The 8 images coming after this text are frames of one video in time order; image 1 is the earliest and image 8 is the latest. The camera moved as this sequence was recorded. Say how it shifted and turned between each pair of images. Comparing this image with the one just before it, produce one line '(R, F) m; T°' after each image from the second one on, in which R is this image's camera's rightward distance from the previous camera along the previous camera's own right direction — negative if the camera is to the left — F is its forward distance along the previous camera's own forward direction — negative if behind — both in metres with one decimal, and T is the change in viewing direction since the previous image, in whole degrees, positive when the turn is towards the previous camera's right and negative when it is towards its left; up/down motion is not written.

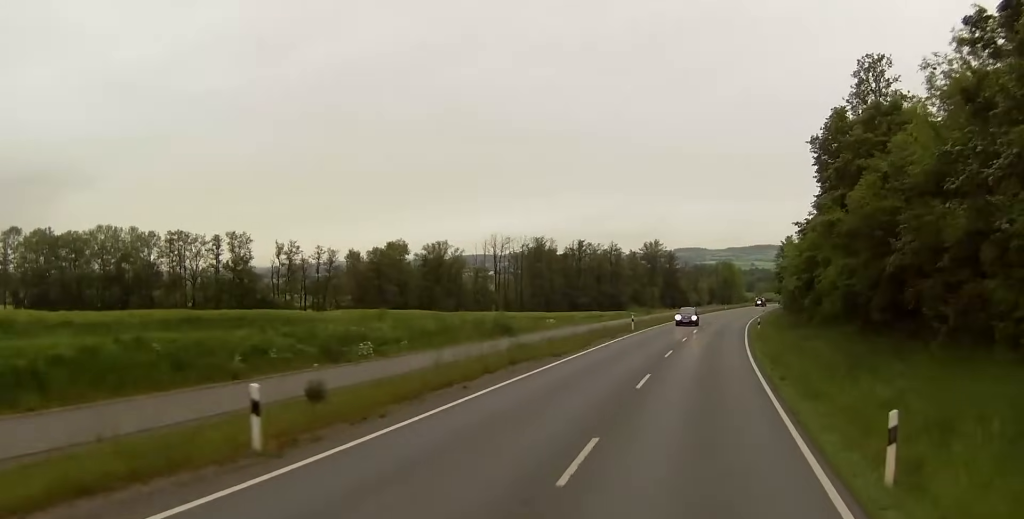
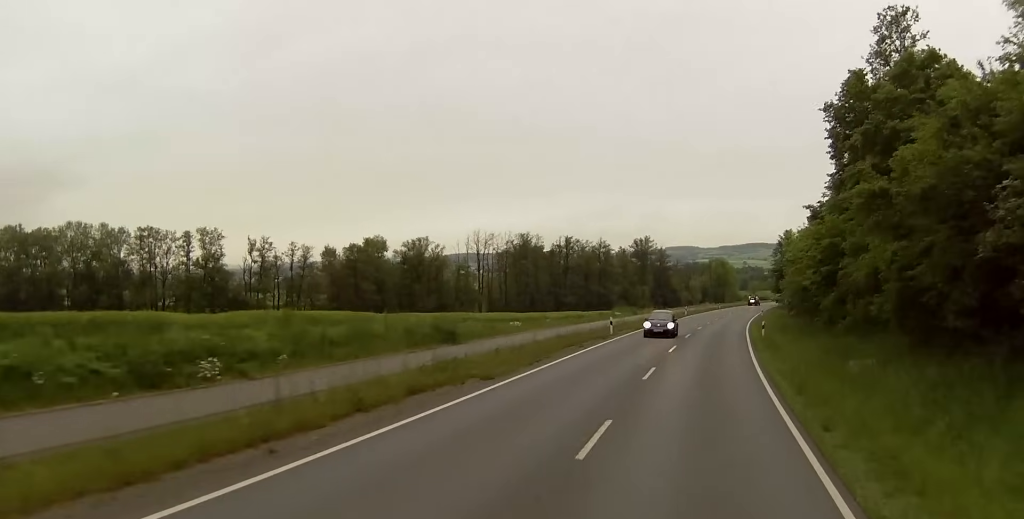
(+0.1, +9.4) m; +1°
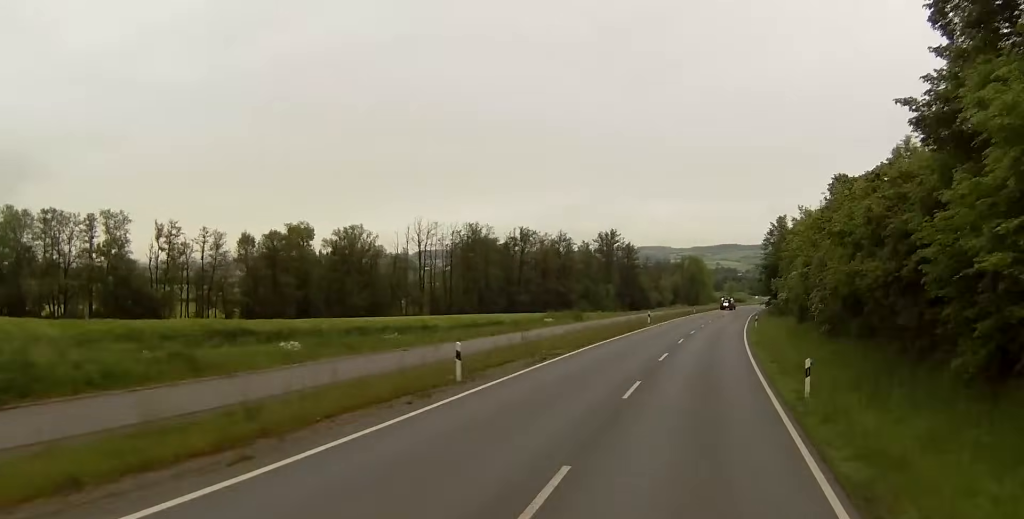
(+0.5, +27.6) m; +2°
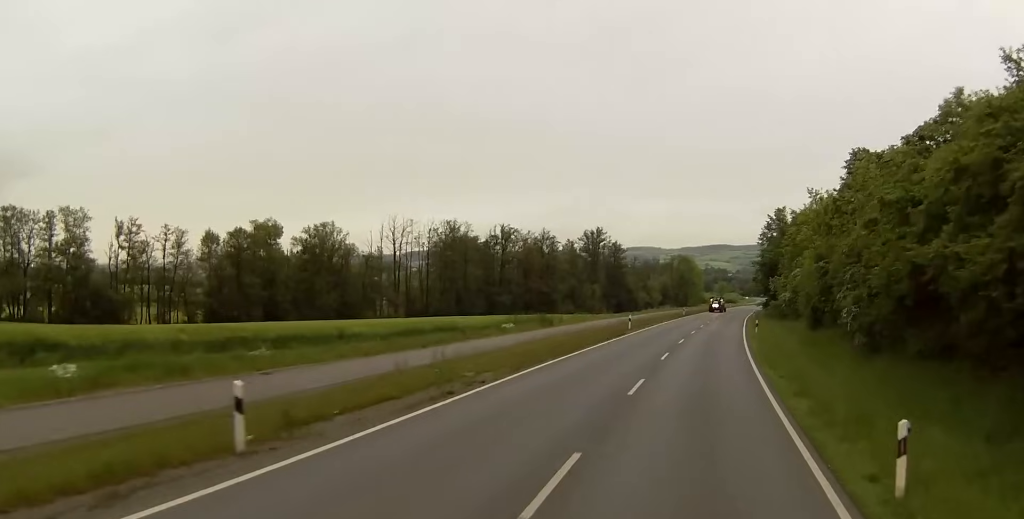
(0.0, +9.8) m; 0°
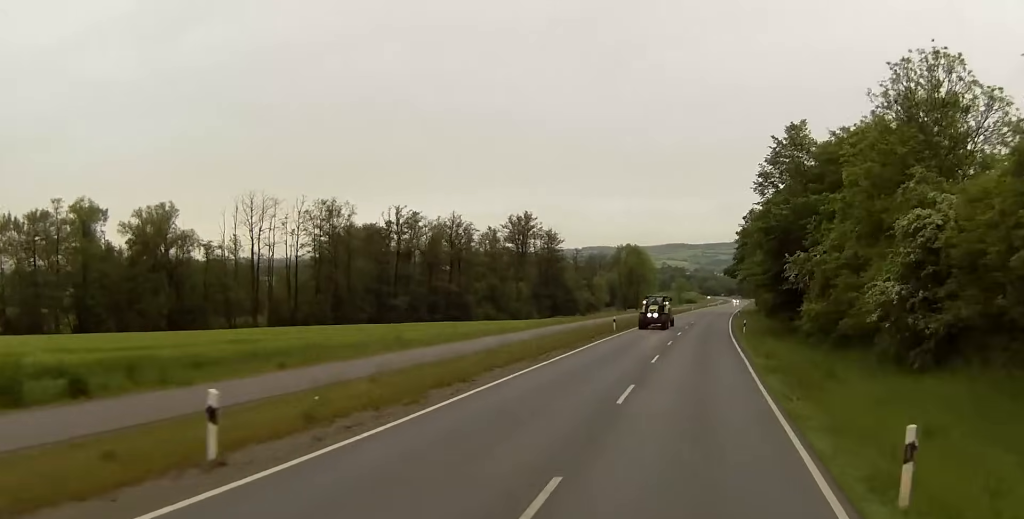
(+1.0, +43.6) m; +2°
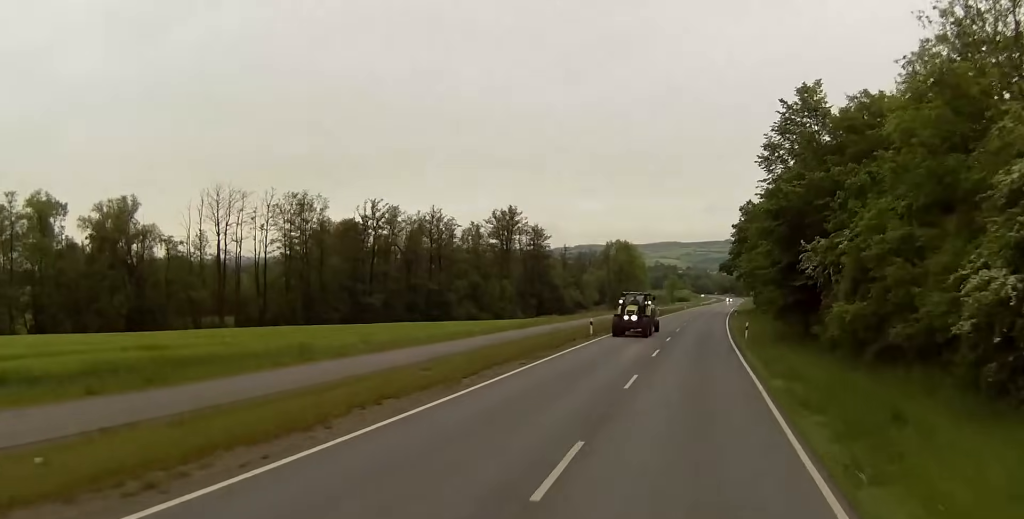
(0.0, +9.1) m; 0°
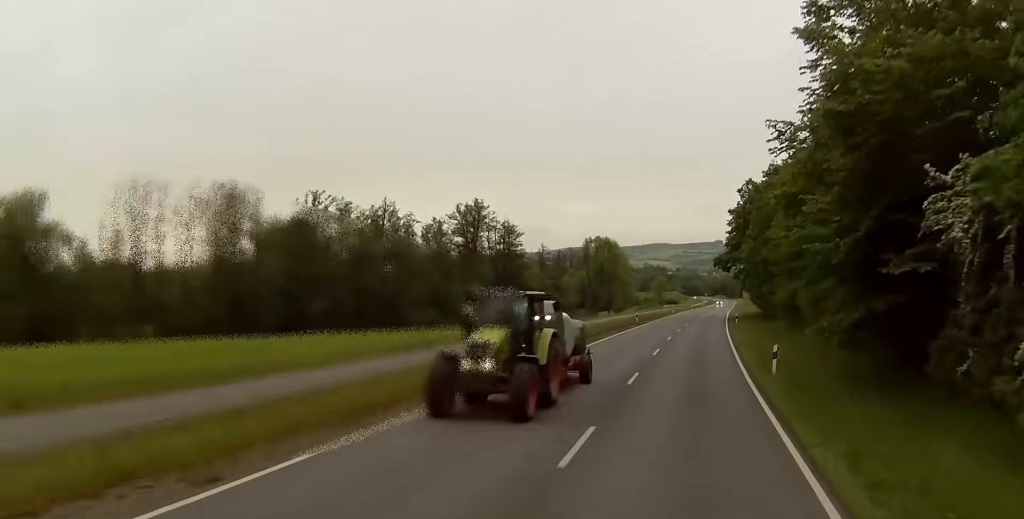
(+0.1, +21.5) m; +1°
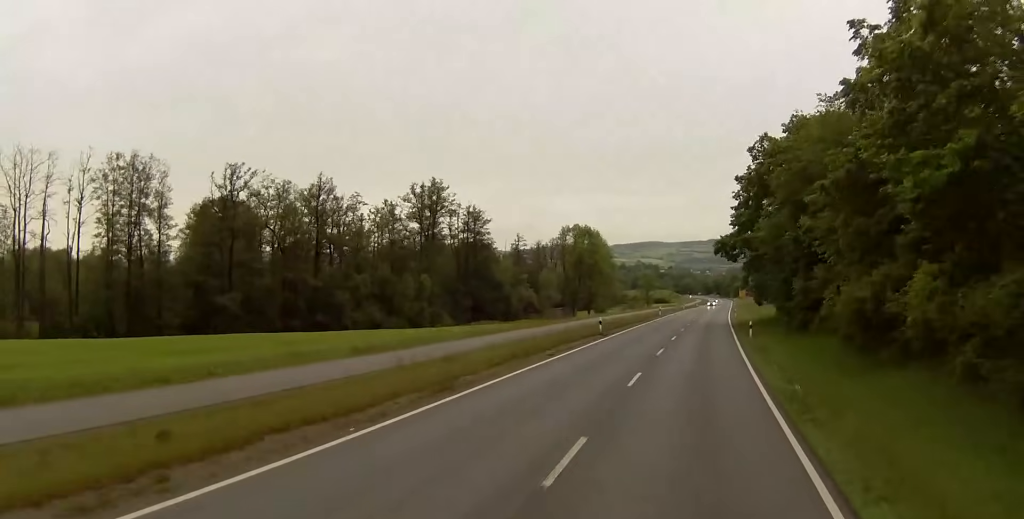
(+0.4, +26.6) m; +1°
